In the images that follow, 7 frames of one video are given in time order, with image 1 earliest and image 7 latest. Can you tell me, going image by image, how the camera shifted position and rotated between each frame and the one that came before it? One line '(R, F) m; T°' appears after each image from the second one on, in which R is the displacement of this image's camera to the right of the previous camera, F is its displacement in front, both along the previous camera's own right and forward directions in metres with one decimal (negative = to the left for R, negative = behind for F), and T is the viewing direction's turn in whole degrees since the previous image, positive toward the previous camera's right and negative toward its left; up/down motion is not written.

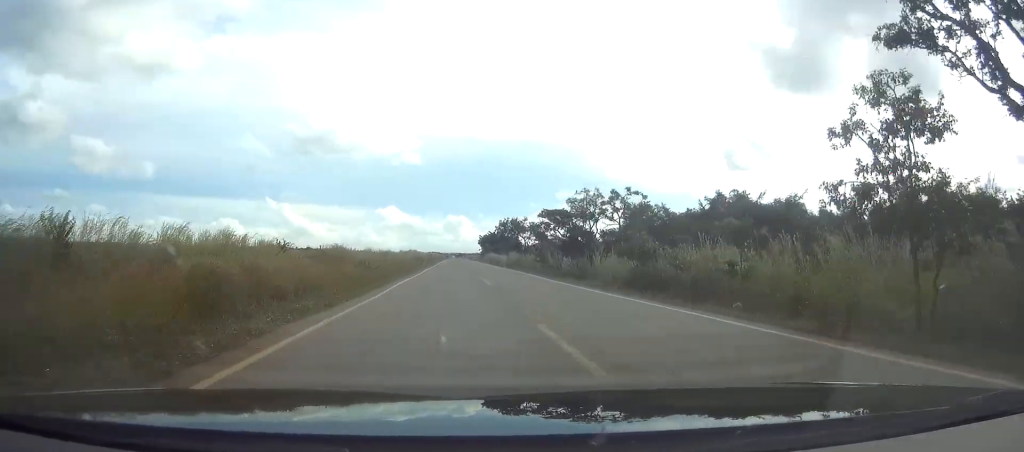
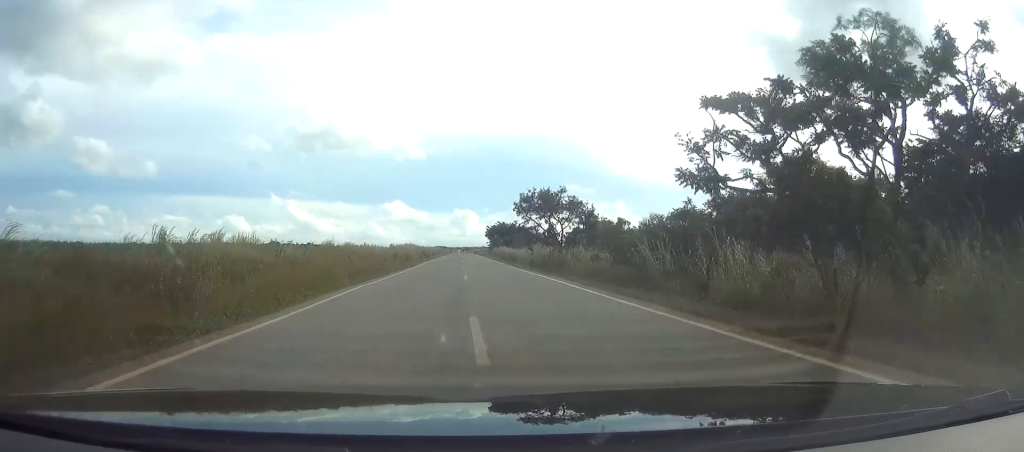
(+0.3, +36.1) m; +1°
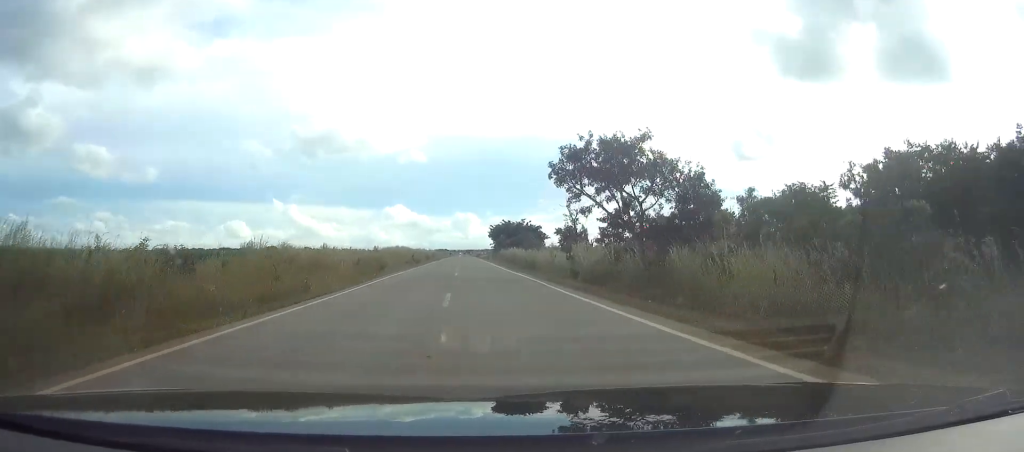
(0.0, +28.6) m; 0°
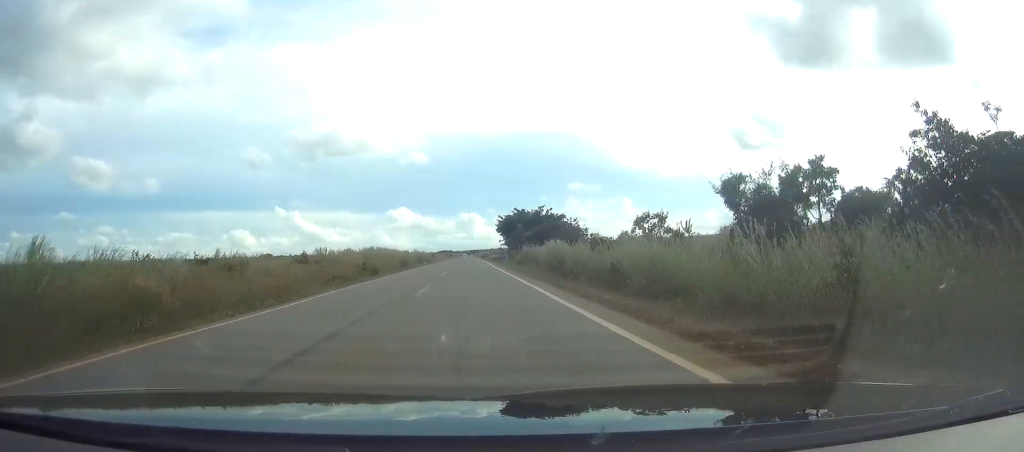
(0.0, +50.6) m; 0°
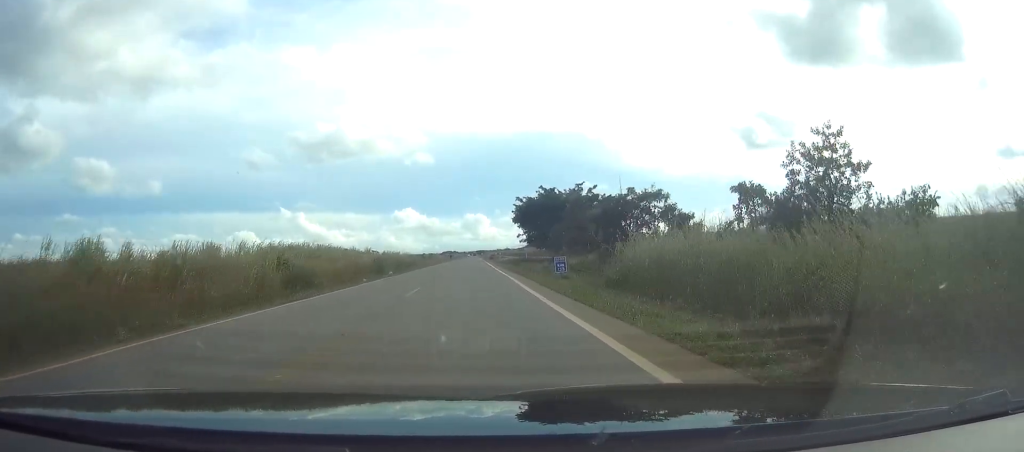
(-0.2, +55.0) m; 0°
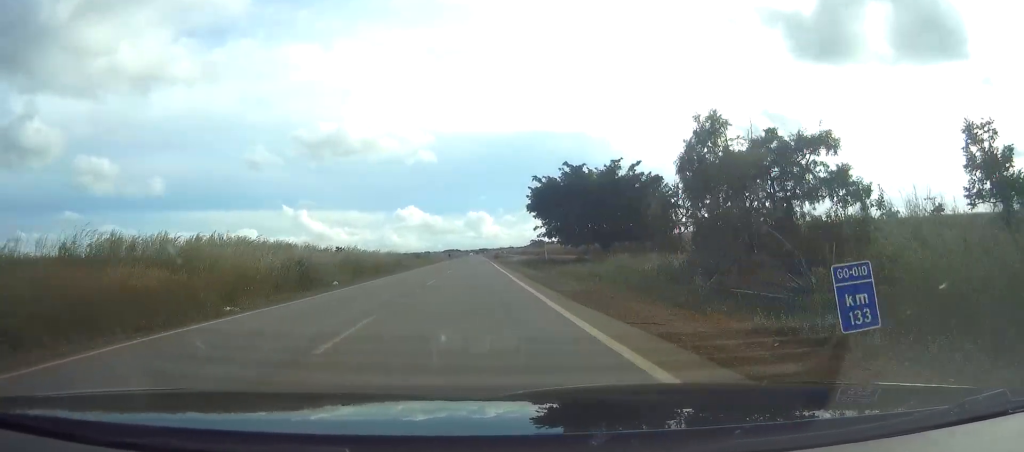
(0.0, +28.0) m; 0°
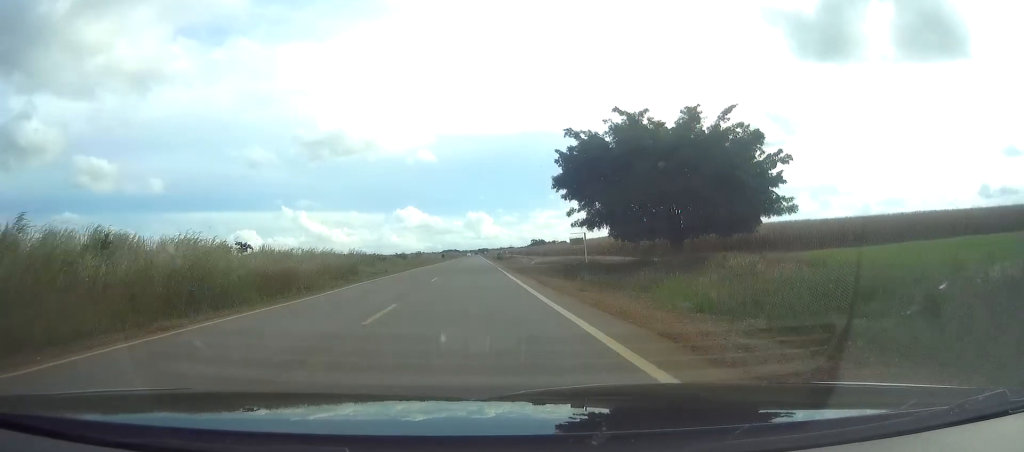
(-0.2, +31.4) m; 0°
